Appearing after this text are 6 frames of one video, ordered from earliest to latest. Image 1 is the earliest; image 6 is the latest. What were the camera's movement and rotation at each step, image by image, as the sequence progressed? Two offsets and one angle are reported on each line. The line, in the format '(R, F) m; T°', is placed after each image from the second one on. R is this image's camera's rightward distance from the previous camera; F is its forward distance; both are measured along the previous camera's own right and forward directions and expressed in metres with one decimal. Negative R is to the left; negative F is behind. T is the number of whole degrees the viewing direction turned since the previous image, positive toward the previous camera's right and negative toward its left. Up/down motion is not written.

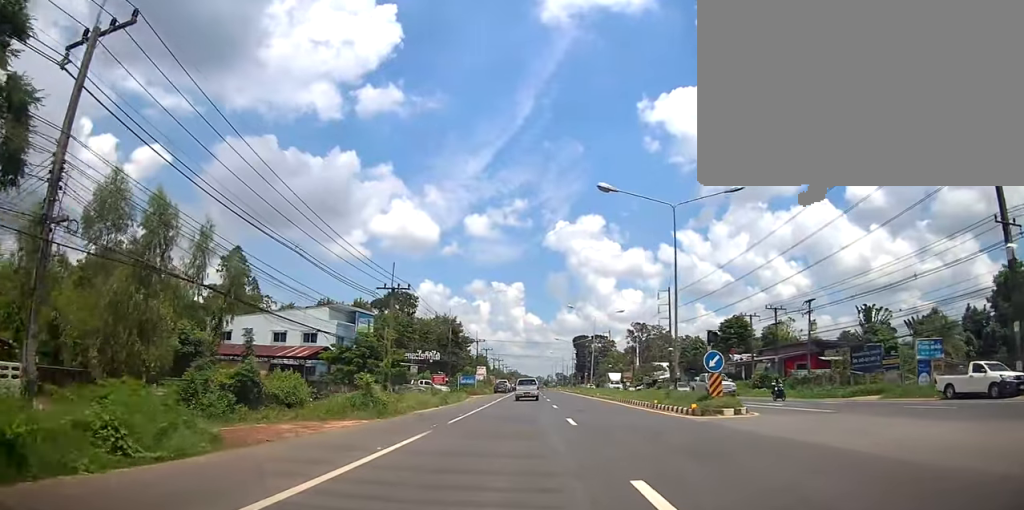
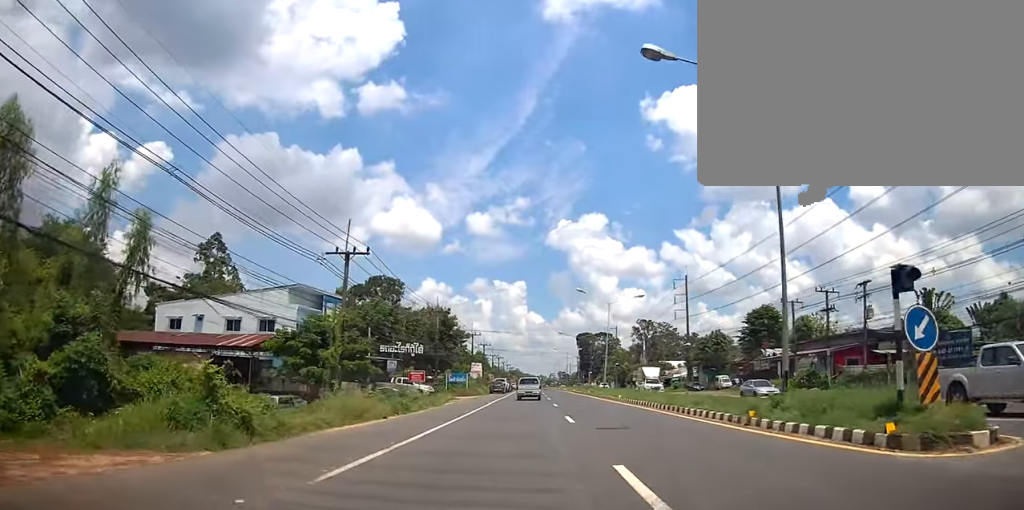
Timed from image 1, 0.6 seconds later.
(-0.1, +10.9) m; 0°
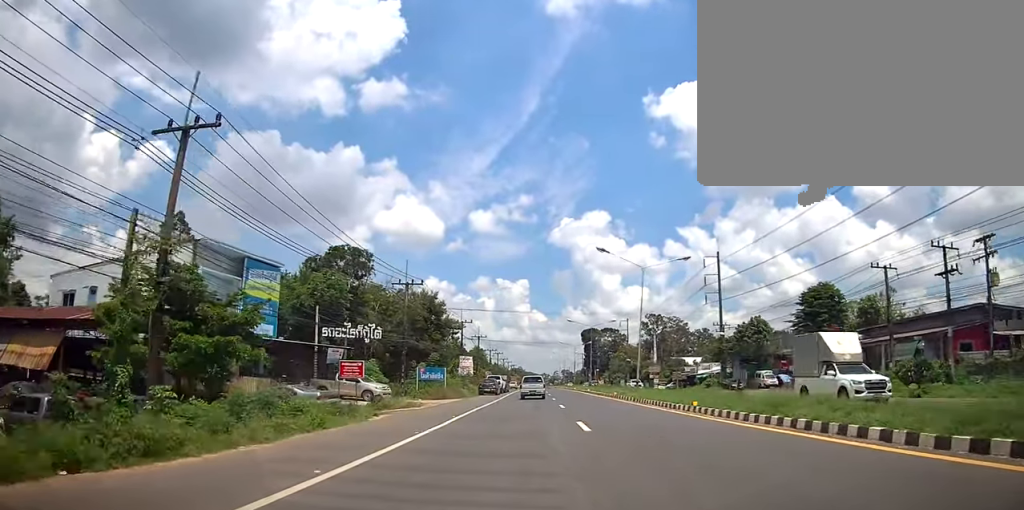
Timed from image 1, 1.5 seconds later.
(0.0, +16.0) m; -1°
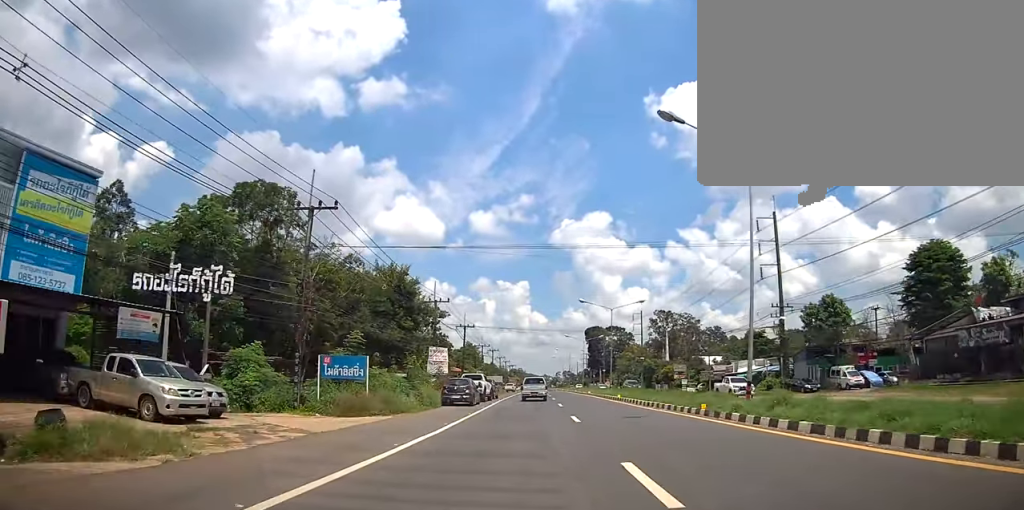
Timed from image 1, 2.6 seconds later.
(-0.2, +20.3) m; 0°
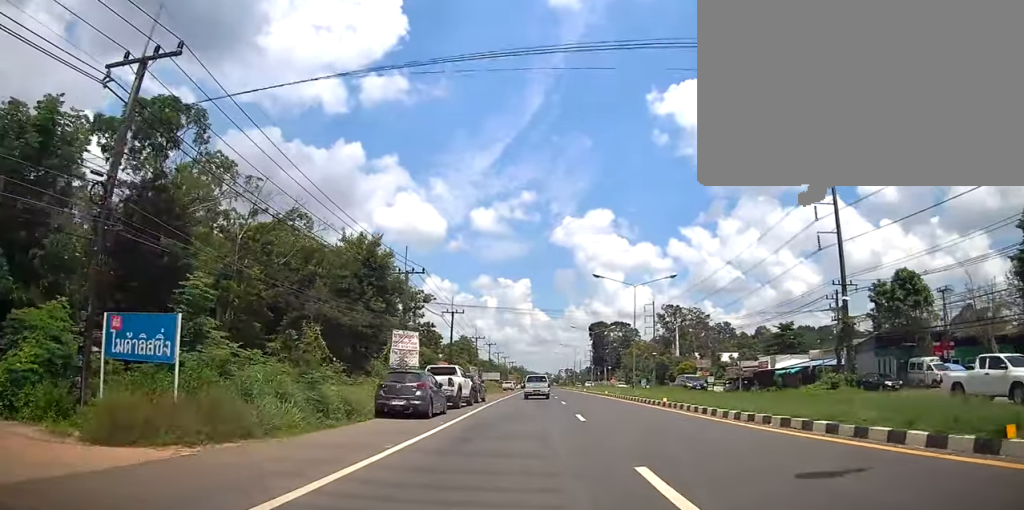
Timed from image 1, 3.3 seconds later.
(+0.1, +13.1) m; 0°
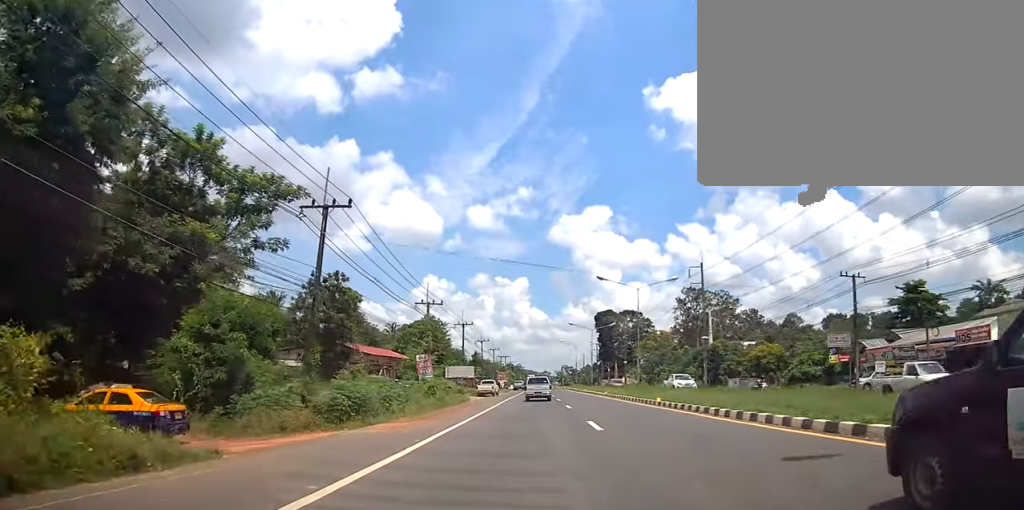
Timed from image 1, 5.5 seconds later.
(+0.4, +40.2) m; +1°
